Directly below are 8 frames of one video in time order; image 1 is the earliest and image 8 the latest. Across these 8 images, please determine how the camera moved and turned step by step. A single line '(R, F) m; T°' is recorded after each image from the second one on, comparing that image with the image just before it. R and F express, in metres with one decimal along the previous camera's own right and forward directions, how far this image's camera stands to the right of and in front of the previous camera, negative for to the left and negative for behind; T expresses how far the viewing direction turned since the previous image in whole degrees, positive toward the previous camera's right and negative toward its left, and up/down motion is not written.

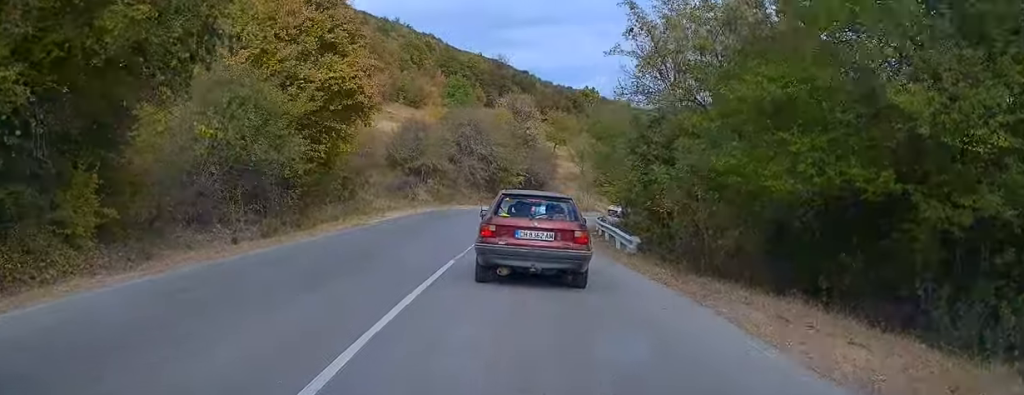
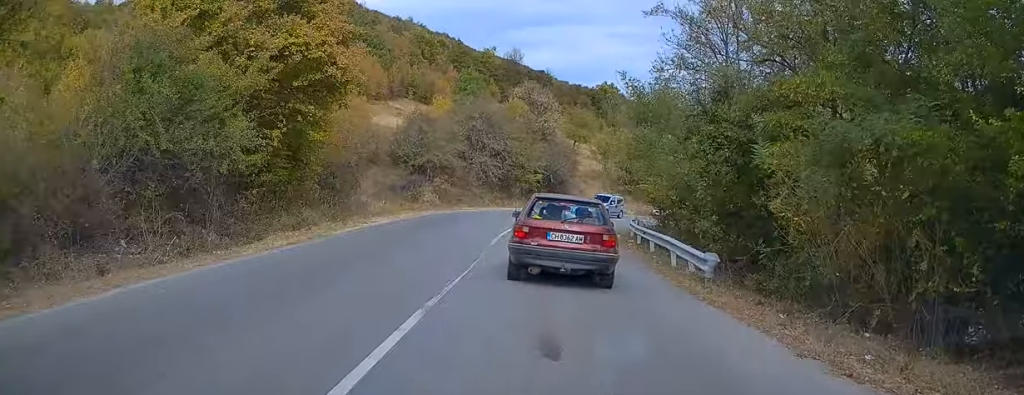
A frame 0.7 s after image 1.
(-0.1, +6.2) m; -1°
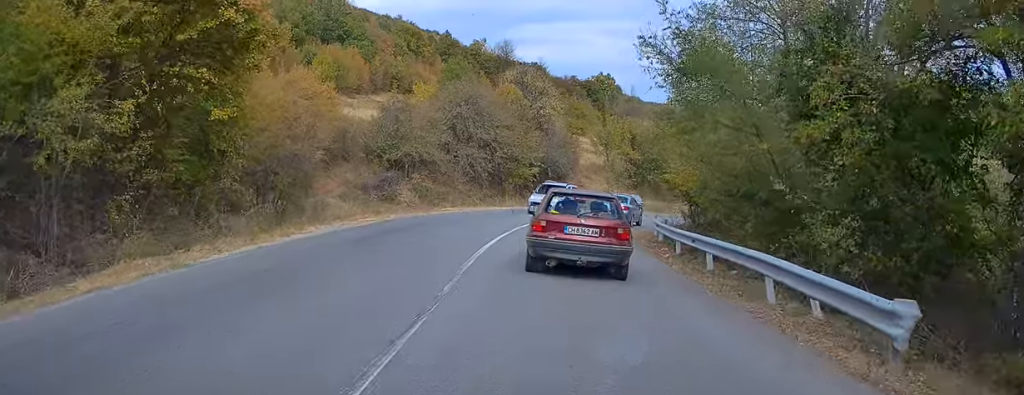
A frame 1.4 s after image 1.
(-0.1, +7.0) m; 0°
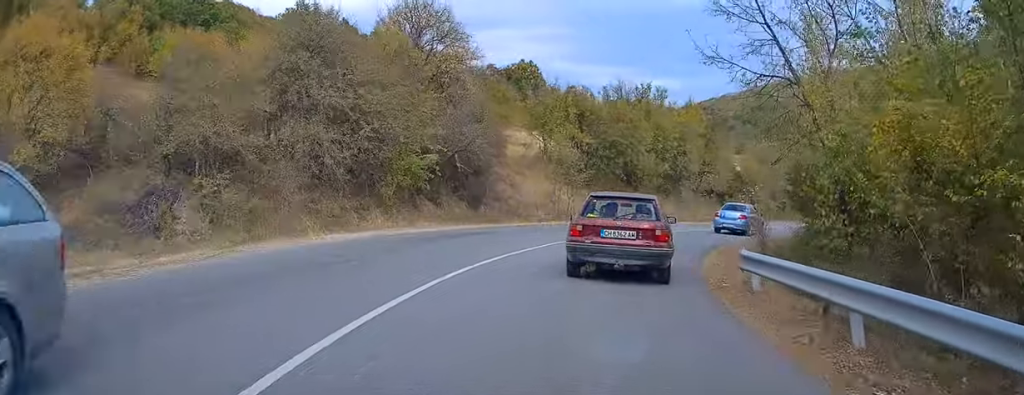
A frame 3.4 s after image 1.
(+0.6, +19.8) m; +8°
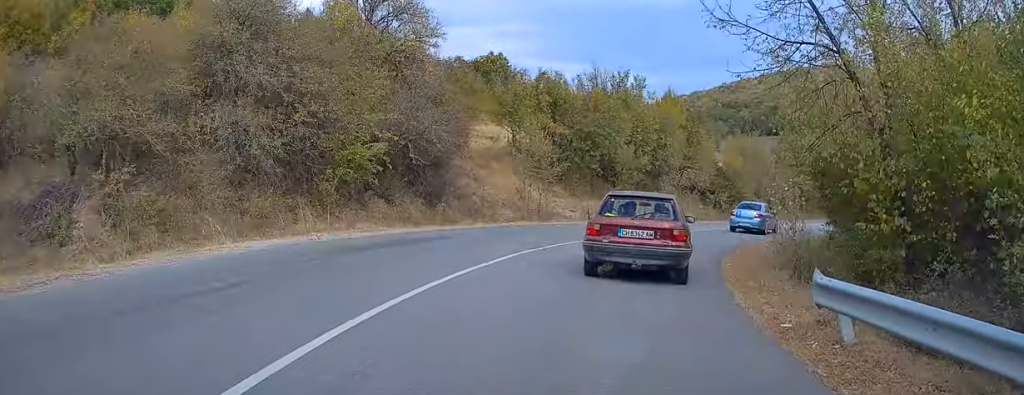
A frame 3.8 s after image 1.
(+0.2, +4.0) m; +3°
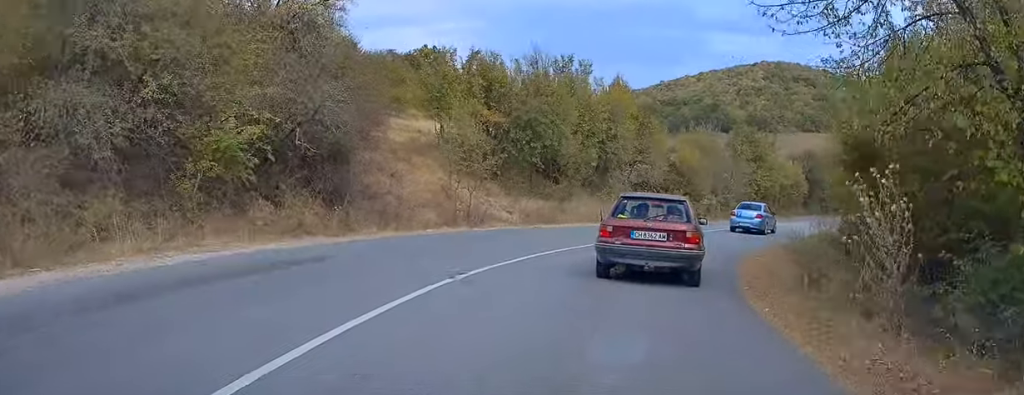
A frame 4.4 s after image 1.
(+0.2, +5.6) m; +5°
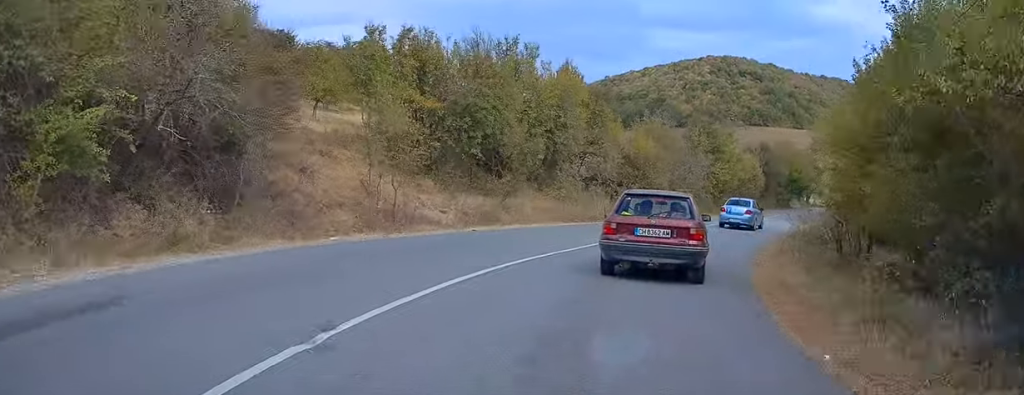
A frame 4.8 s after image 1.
(+0.1, +4.2) m; +4°
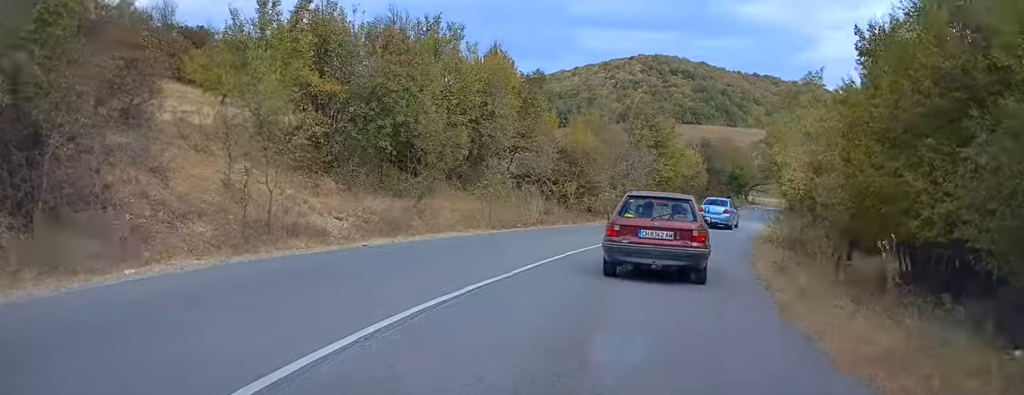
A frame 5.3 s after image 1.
(+0.1, +5.2) m; +5°
